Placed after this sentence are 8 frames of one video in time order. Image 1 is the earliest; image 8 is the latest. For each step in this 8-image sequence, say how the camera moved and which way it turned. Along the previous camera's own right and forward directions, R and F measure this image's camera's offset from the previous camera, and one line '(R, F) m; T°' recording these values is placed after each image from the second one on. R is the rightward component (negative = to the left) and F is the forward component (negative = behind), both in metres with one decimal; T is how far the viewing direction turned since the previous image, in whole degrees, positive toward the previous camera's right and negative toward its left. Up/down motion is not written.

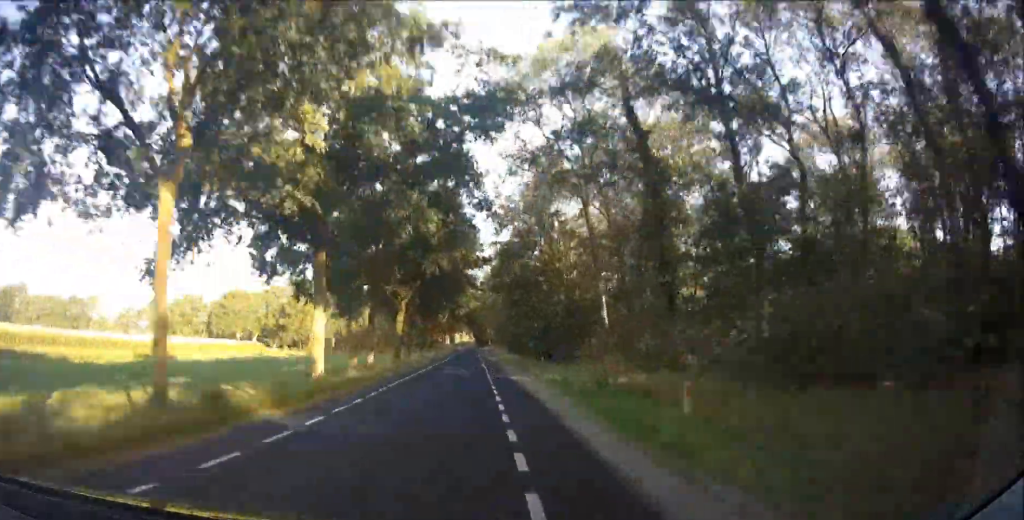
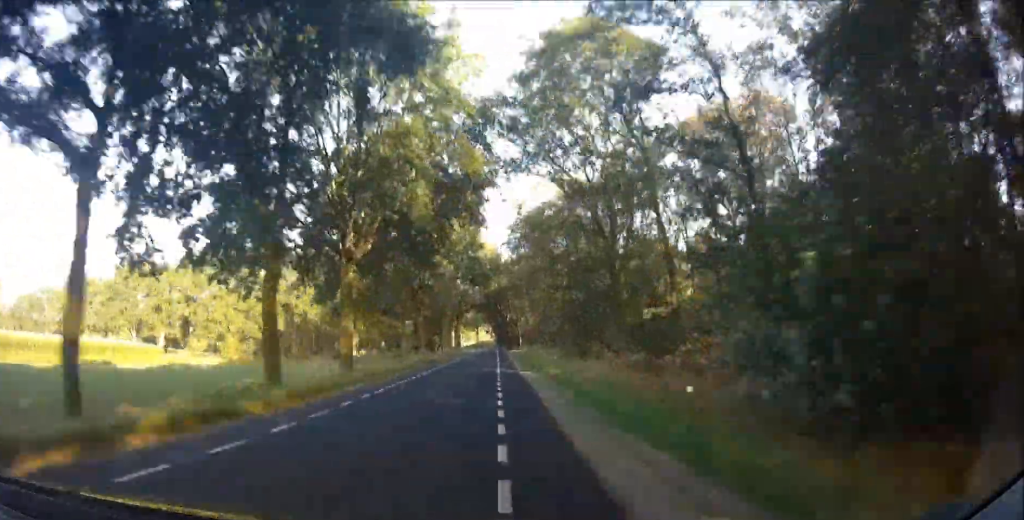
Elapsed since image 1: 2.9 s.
(+18.0, +50.2) m; +2°
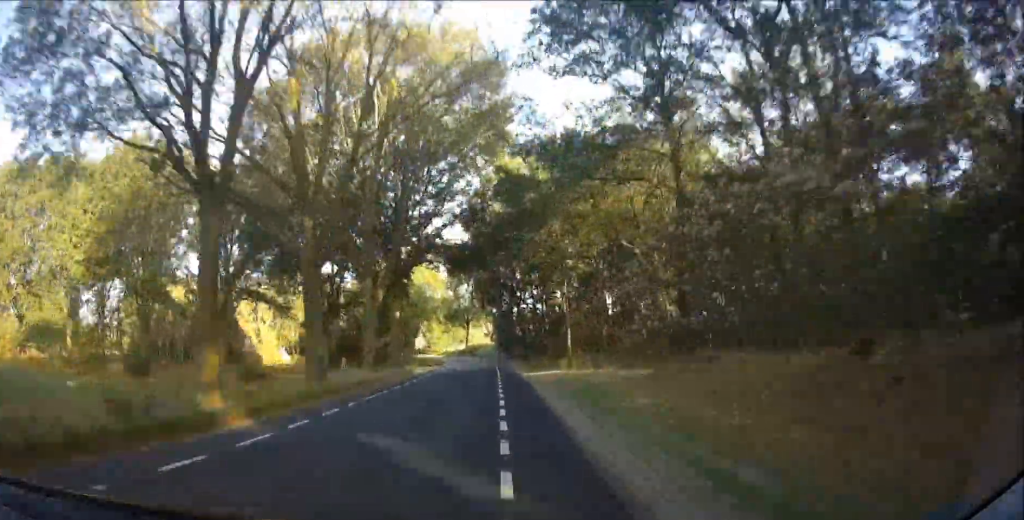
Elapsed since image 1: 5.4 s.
(-10.7, +60.9) m; -11°
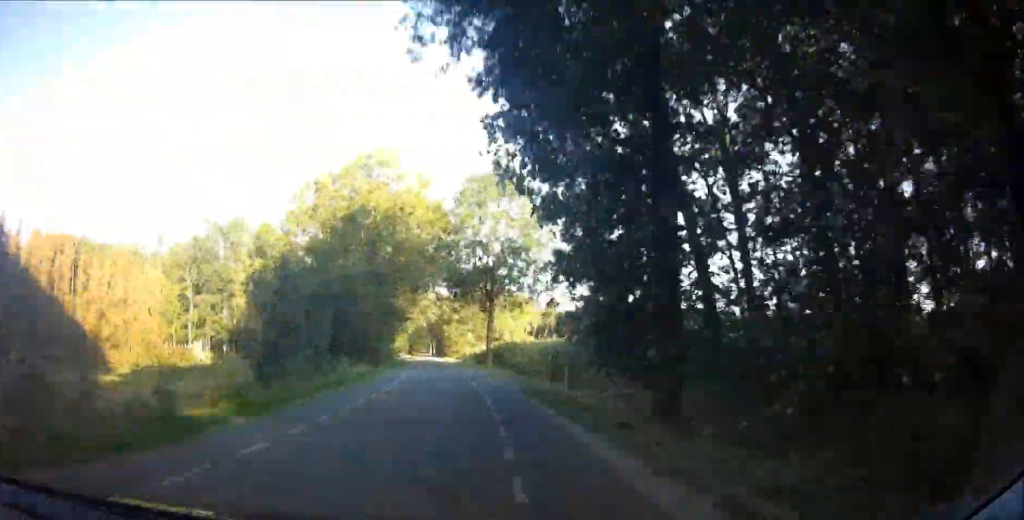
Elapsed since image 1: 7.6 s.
(-0.3, +51.4) m; -4°
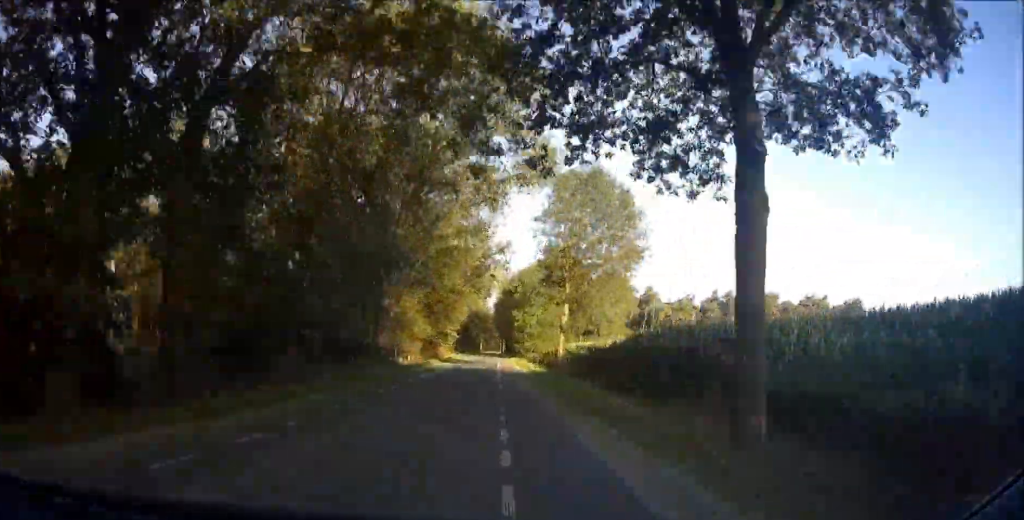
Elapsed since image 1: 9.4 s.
(-2.5, +41.8) m; -4°
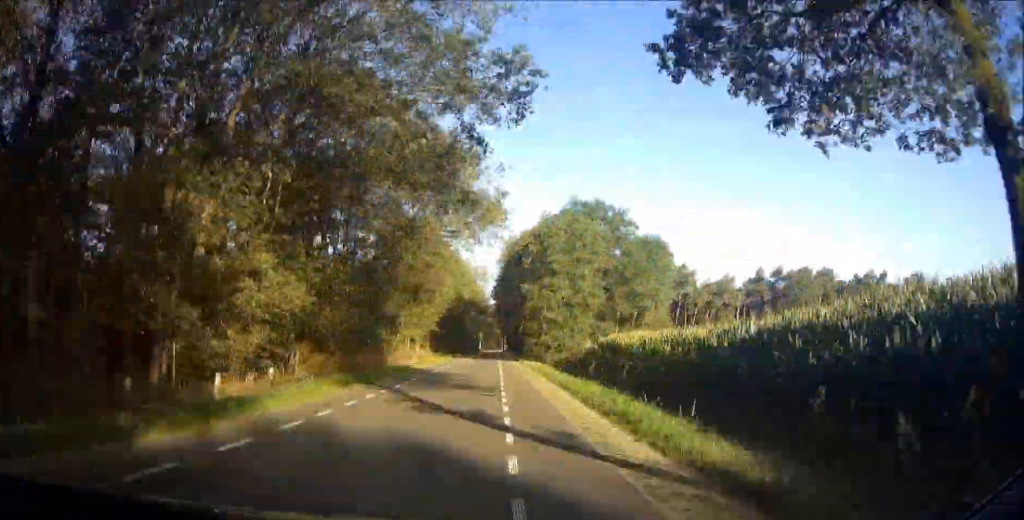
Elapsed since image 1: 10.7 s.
(-0.5, +29.8) m; -1°
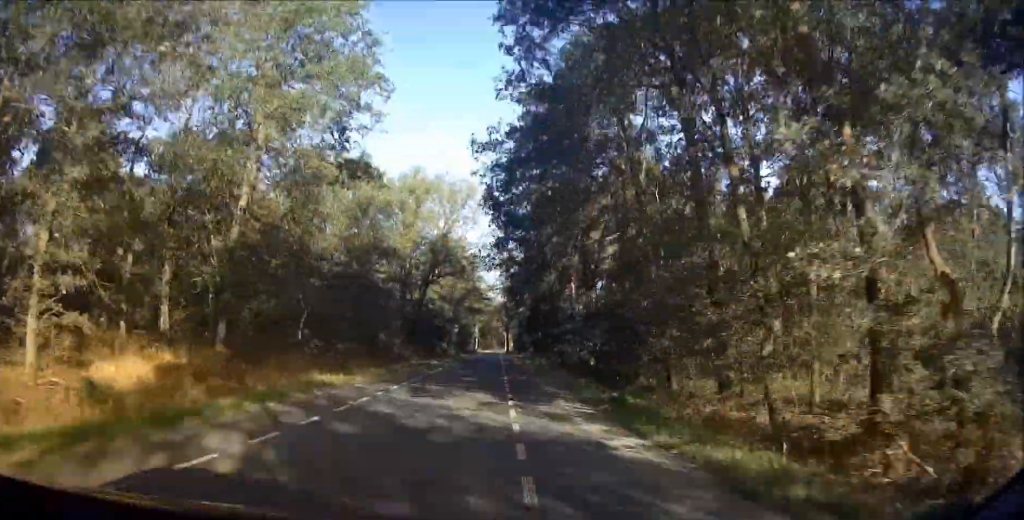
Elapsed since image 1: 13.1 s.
(0.0, +57.0) m; 0°
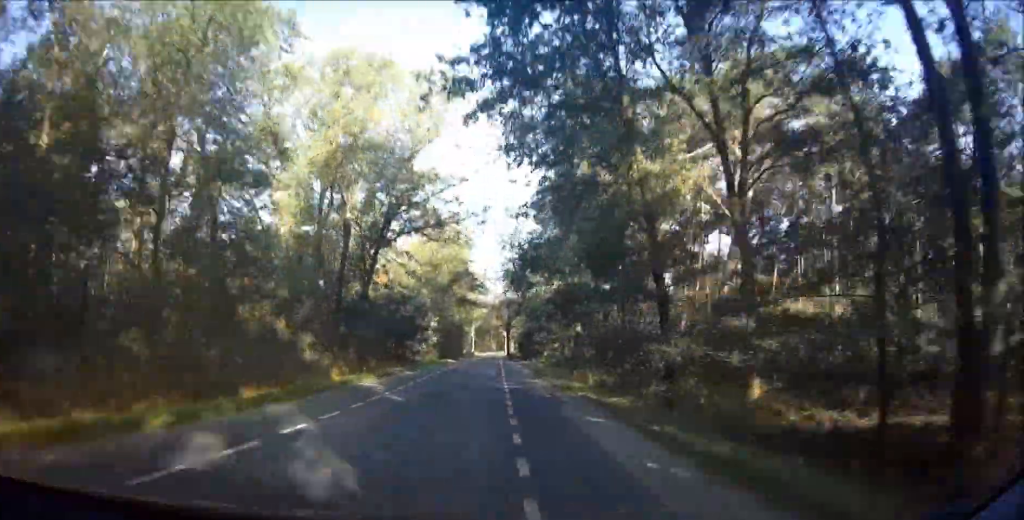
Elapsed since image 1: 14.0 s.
(0.0, +22.3) m; 0°
